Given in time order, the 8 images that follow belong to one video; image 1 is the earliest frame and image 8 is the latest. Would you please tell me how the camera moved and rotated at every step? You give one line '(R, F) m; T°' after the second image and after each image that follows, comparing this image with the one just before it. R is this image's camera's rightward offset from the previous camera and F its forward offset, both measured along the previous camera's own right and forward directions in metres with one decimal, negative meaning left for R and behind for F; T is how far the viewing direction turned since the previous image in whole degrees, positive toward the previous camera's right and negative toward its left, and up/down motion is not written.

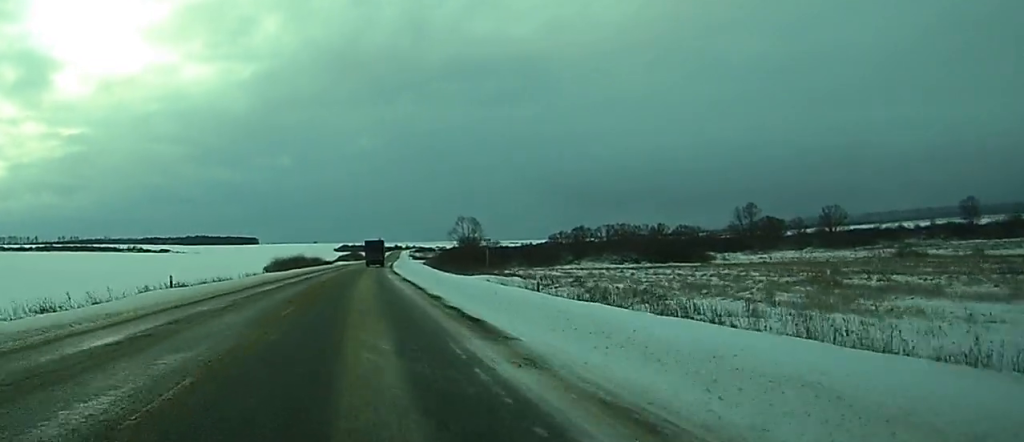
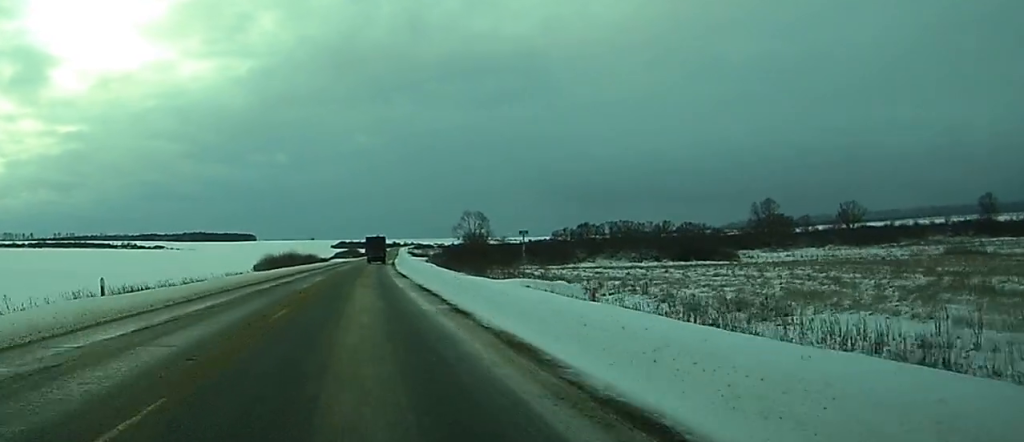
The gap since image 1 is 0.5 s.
(+0.1, +13.4) m; 0°
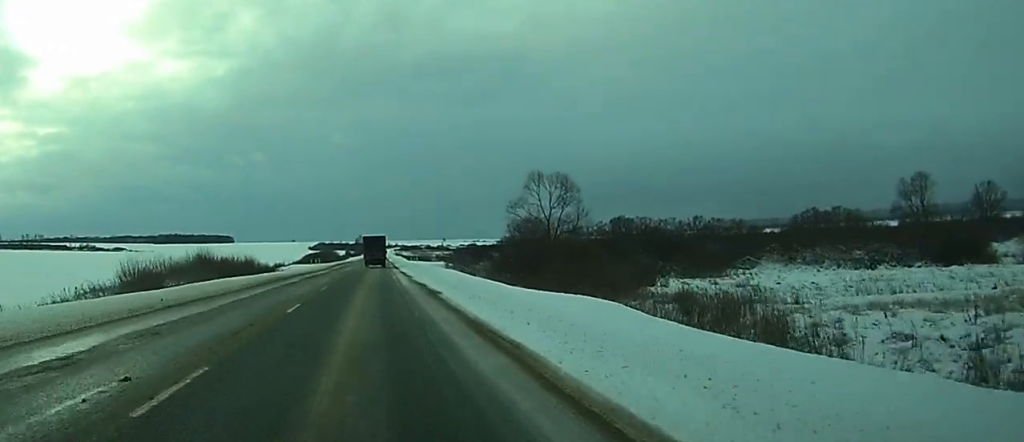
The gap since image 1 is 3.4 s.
(+0.1, +79.7) m; +1°
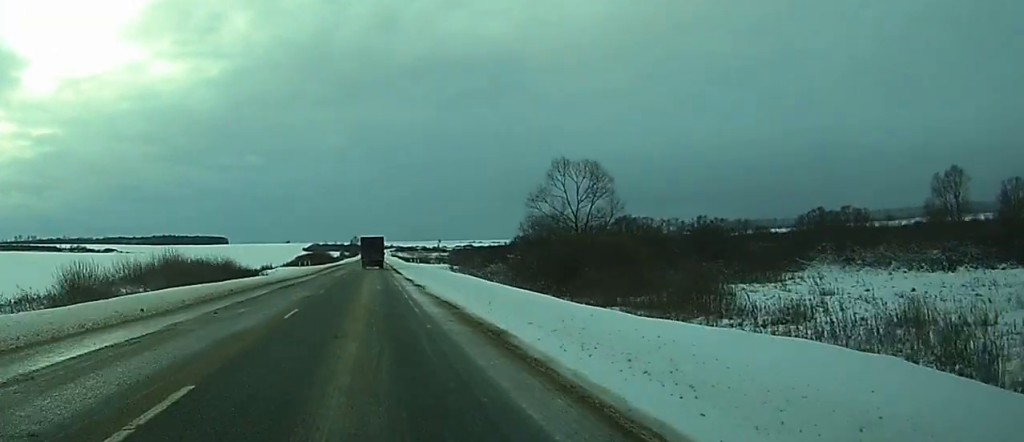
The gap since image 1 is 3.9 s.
(0.0, +12.9) m; 0°
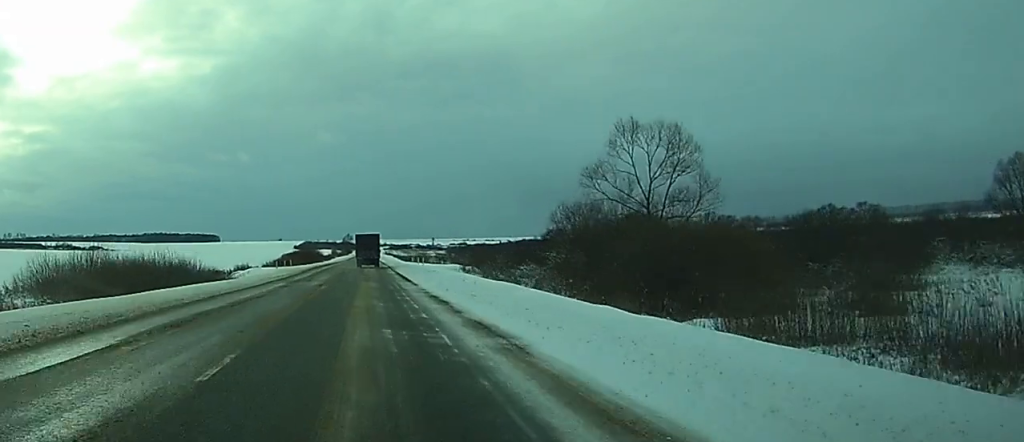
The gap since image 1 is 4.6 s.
(0.0, +20.3) m; 0°
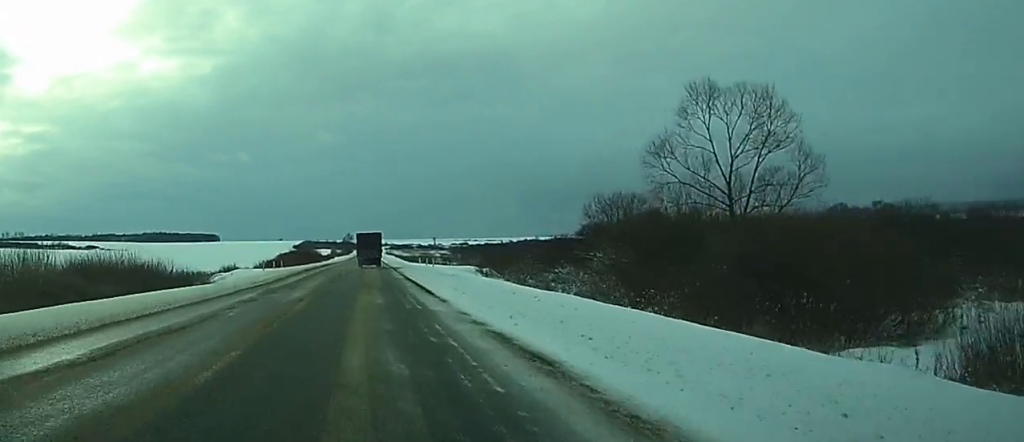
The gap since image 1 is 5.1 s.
(+0.1, +12.1) m; 0°
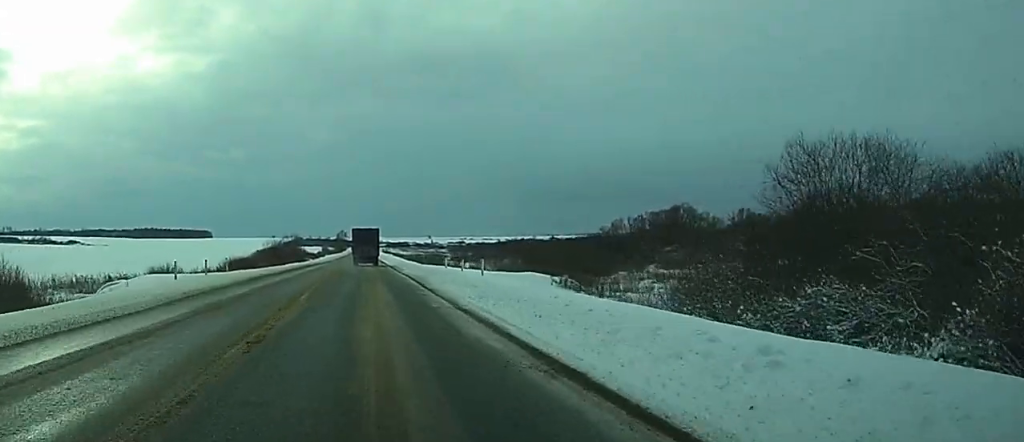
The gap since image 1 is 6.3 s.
(0.0, +33.6) m; 0°
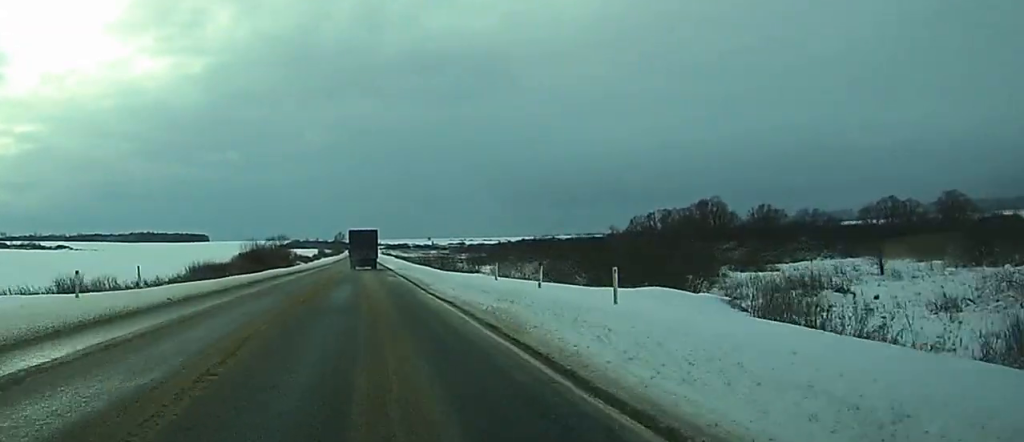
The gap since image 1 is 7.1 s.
(+0.1, +22.5) m; +1°
